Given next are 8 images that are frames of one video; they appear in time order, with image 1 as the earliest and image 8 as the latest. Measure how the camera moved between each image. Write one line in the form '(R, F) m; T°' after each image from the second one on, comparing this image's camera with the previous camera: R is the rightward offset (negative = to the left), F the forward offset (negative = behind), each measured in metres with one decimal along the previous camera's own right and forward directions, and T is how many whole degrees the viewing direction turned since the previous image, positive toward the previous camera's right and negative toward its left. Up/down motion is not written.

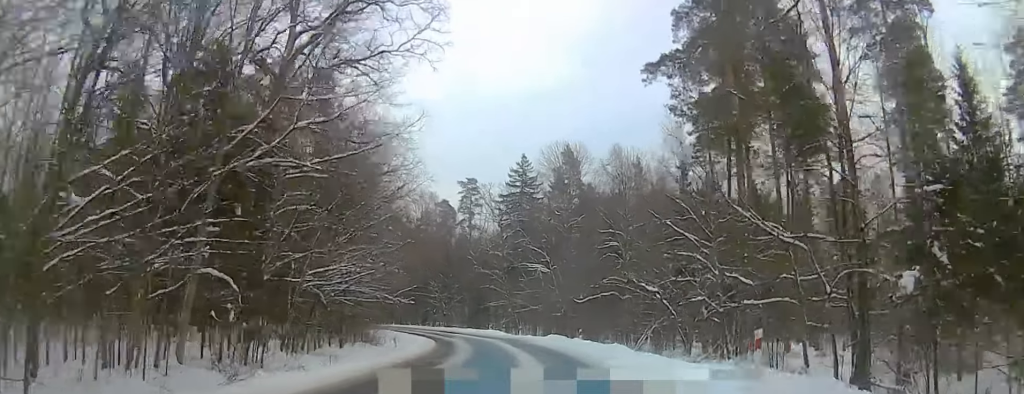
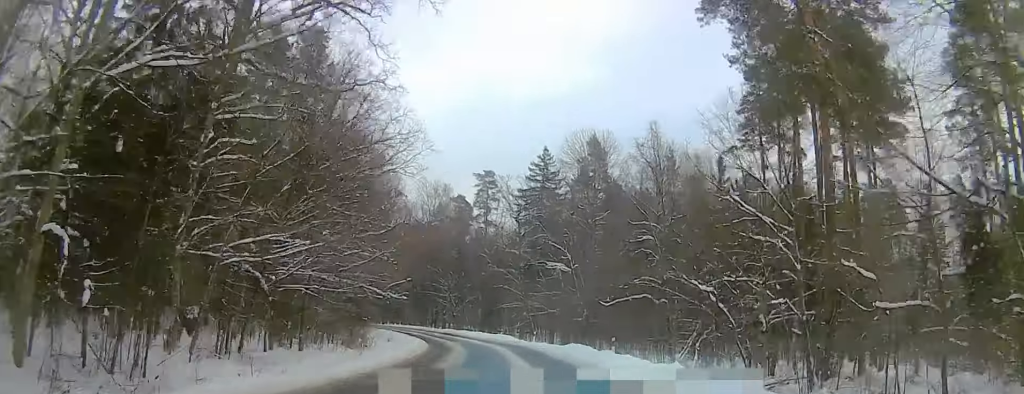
(-1.0, +9.6) m; 0°
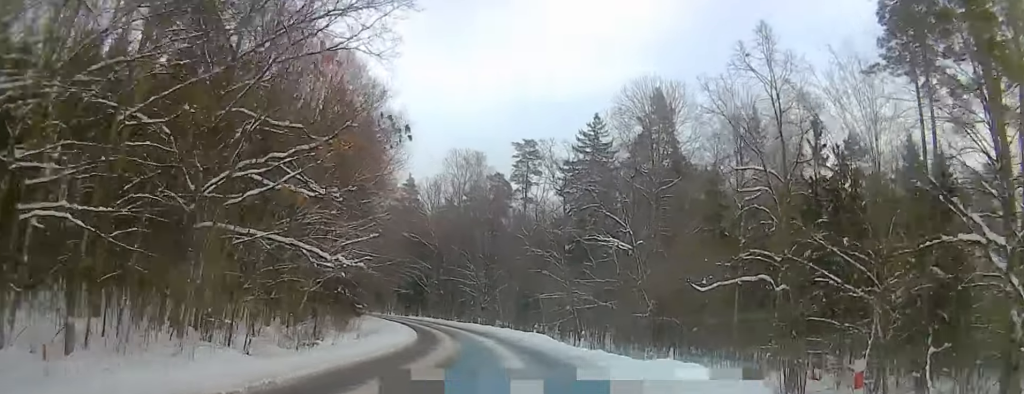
(+1.2, +19.1) m; 0°
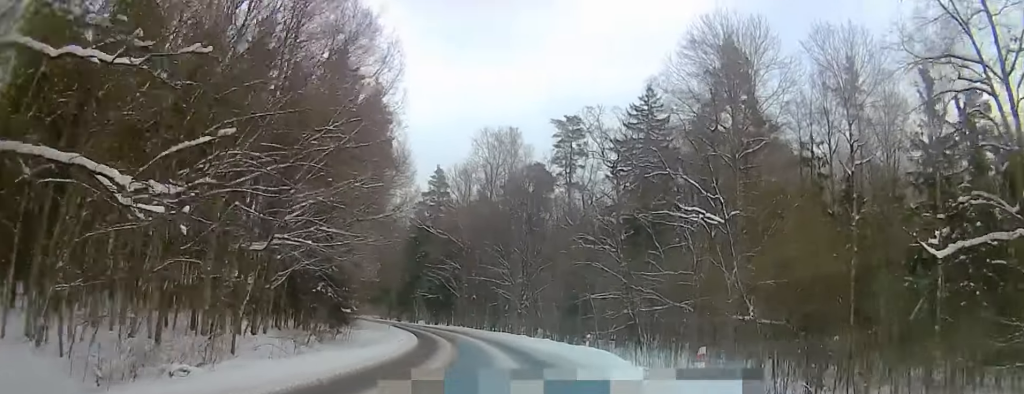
(-1.6, +16.9) m; -6°
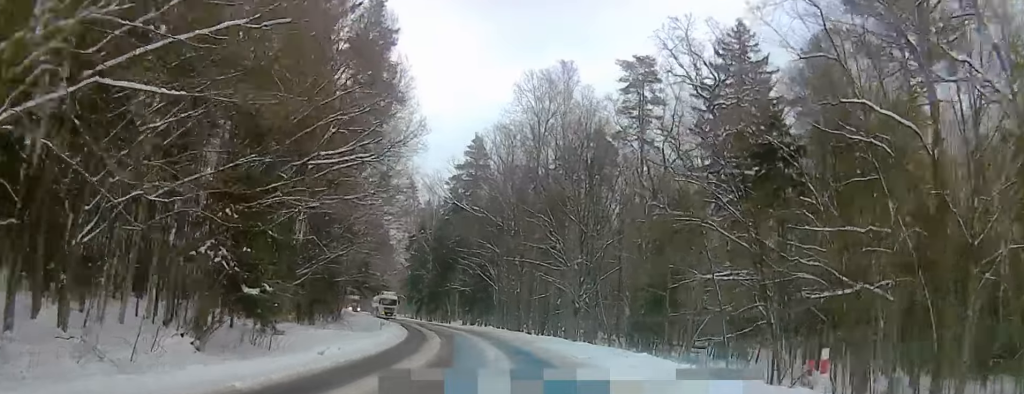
(-1.6, +22.6) m; -9°
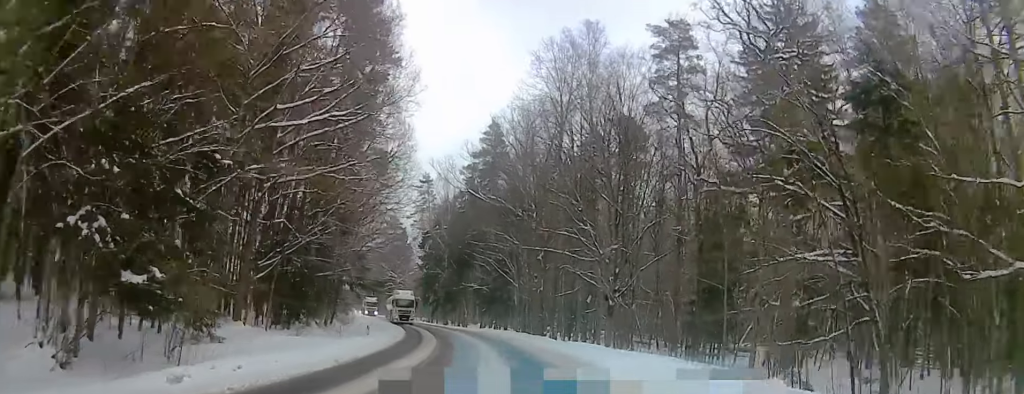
(-0.4, +9.1) m; -2°
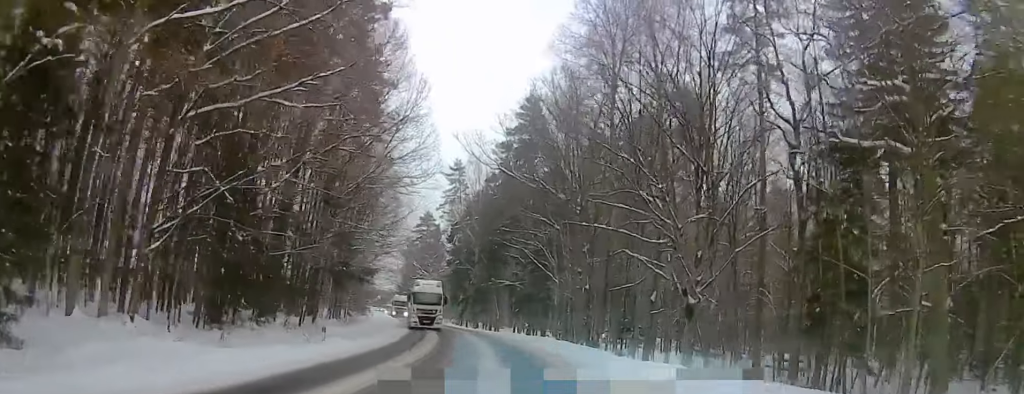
(0.0, +13.3) m; 0°
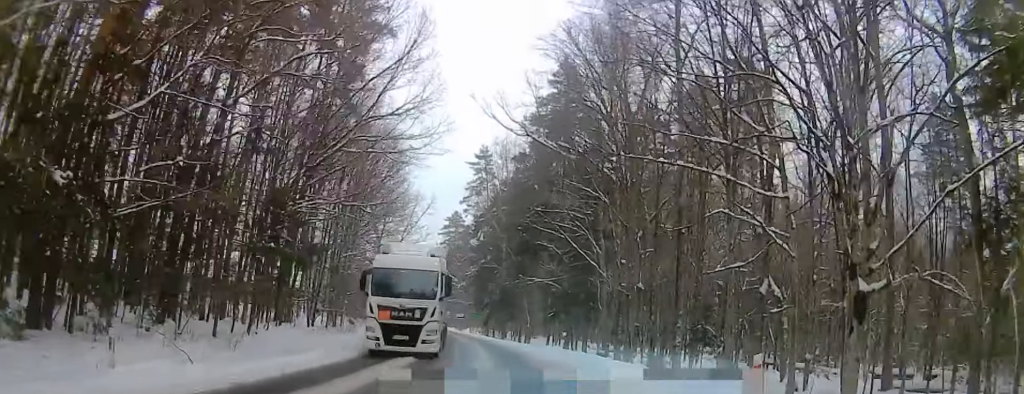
(-0.1, +14.6) m; -2°
